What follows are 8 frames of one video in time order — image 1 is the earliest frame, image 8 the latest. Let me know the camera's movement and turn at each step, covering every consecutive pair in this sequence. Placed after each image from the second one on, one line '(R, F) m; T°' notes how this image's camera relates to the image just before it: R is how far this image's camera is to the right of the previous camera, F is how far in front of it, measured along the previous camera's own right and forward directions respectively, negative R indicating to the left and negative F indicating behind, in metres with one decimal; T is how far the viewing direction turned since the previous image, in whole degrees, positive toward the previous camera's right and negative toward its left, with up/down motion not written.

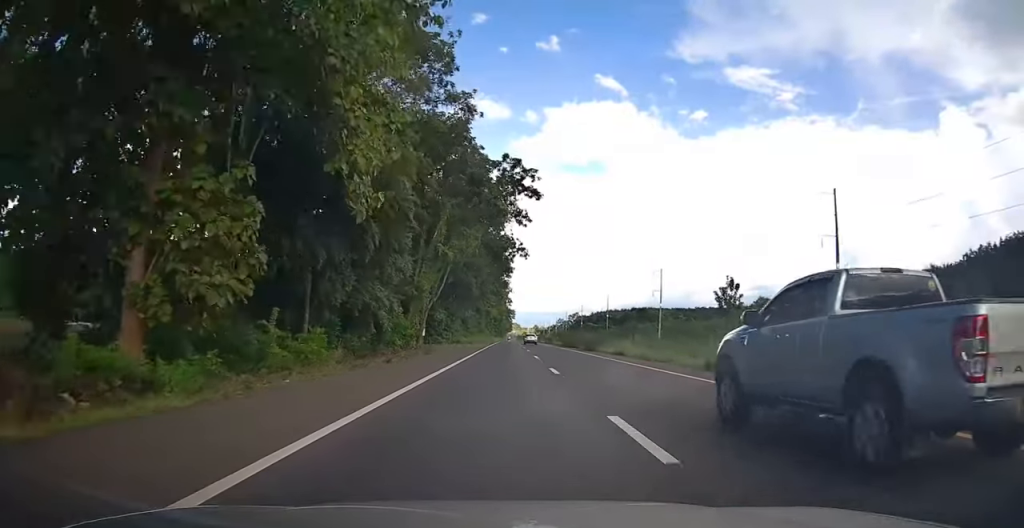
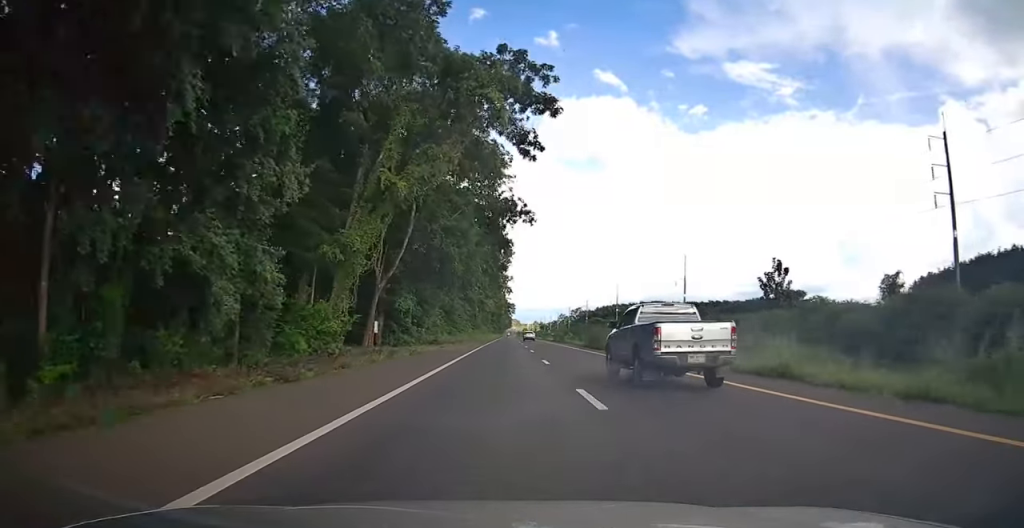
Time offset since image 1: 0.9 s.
(+0.1, +20.5) m; 0°
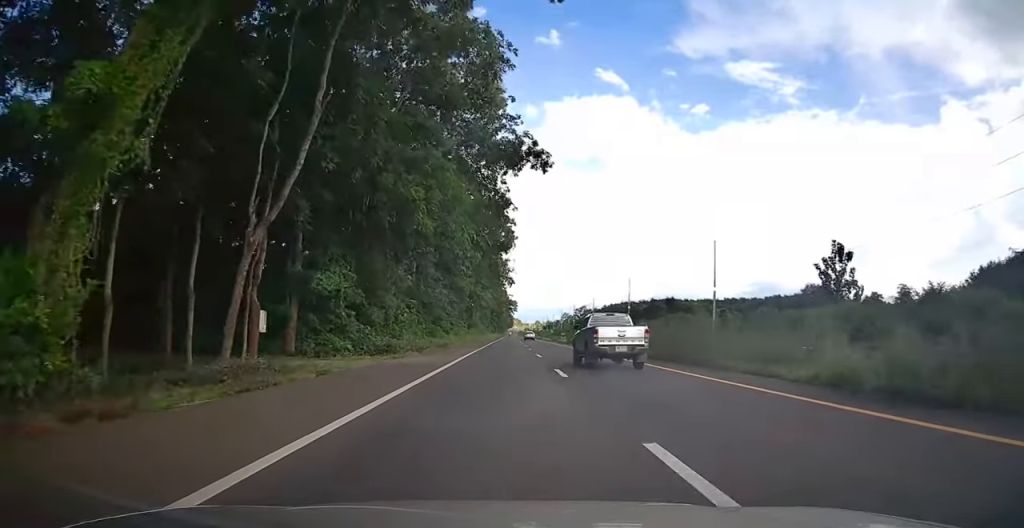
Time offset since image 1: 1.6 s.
(-0.1, +17.7) m; 0°
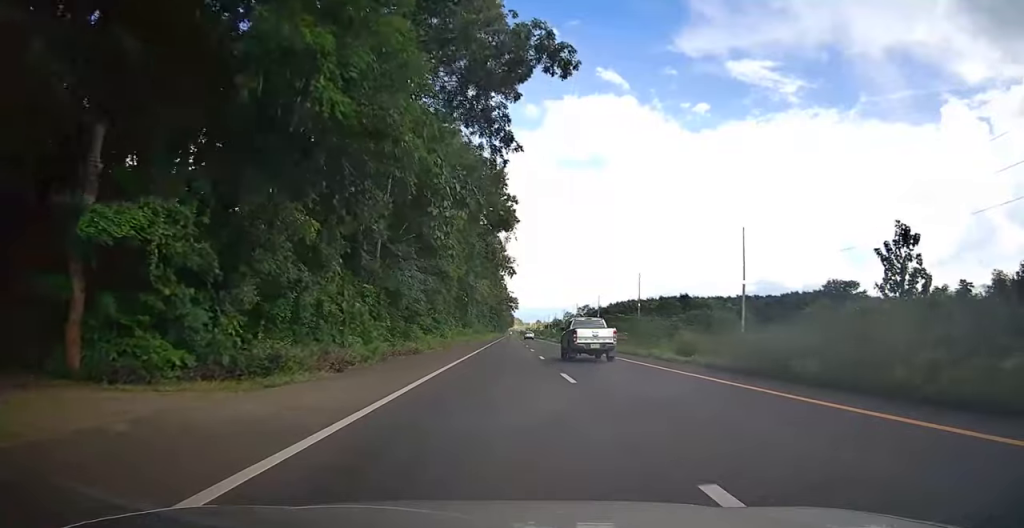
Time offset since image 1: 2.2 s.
(0.0, +13.7) m; 0°
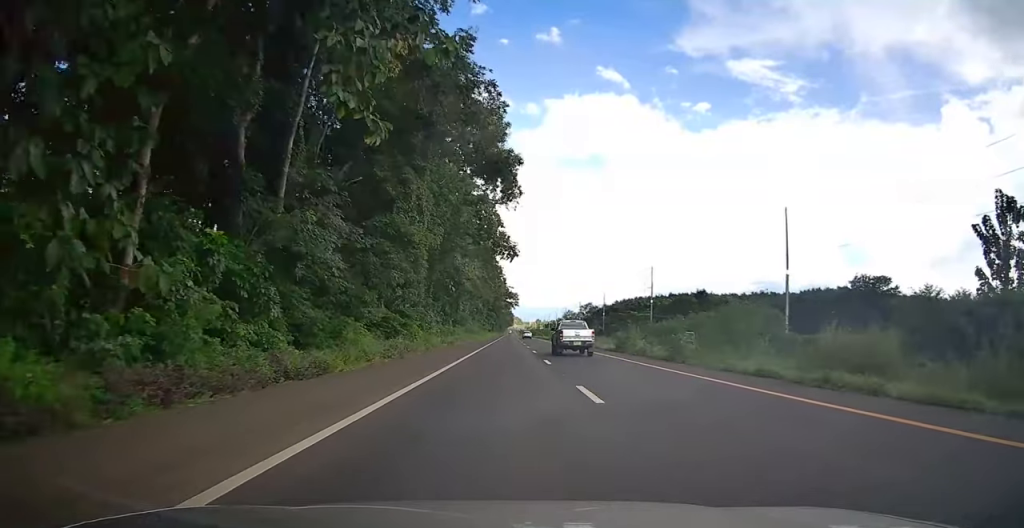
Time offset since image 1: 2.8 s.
(0.0, +15.7) m; 0°
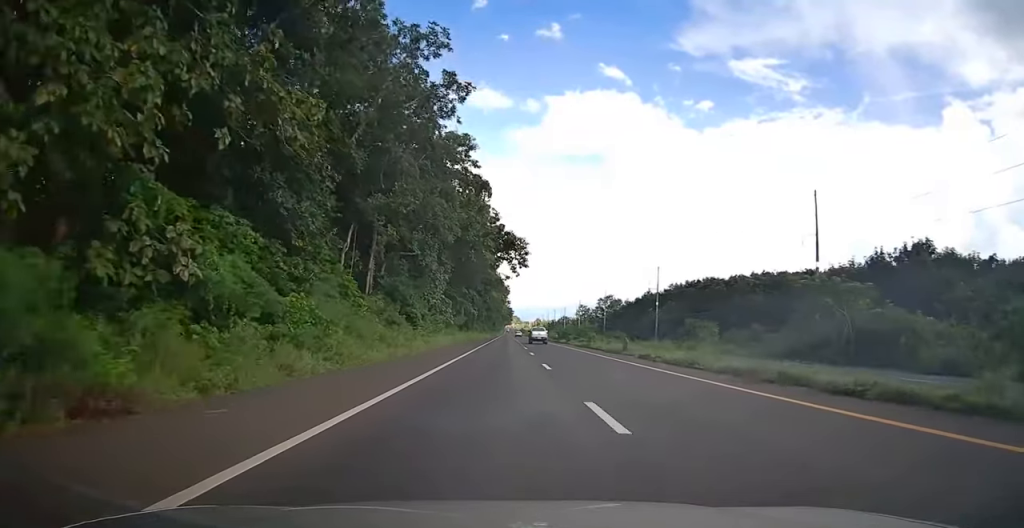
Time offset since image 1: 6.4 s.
(0.0, +86.9) m; 0°
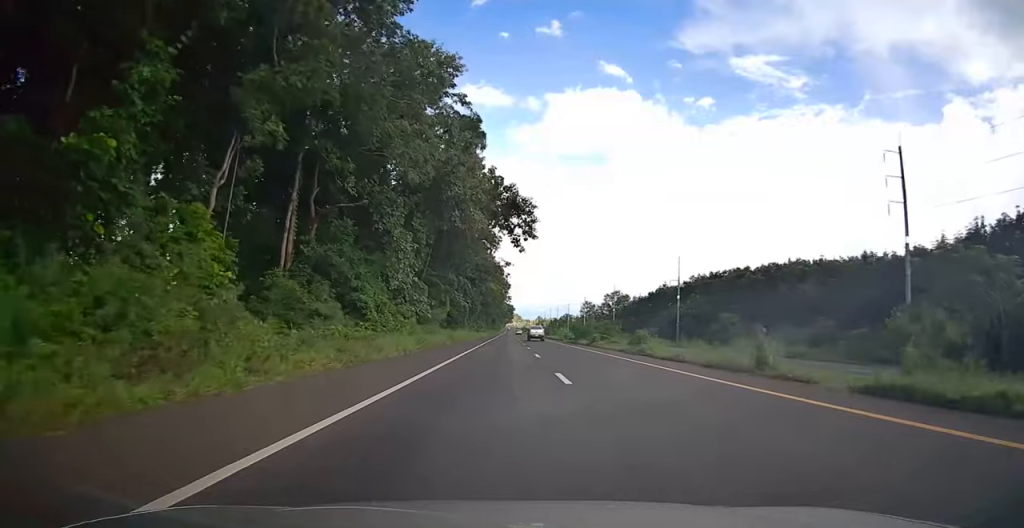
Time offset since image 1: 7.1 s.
(0.0, +17.9) m; 0°
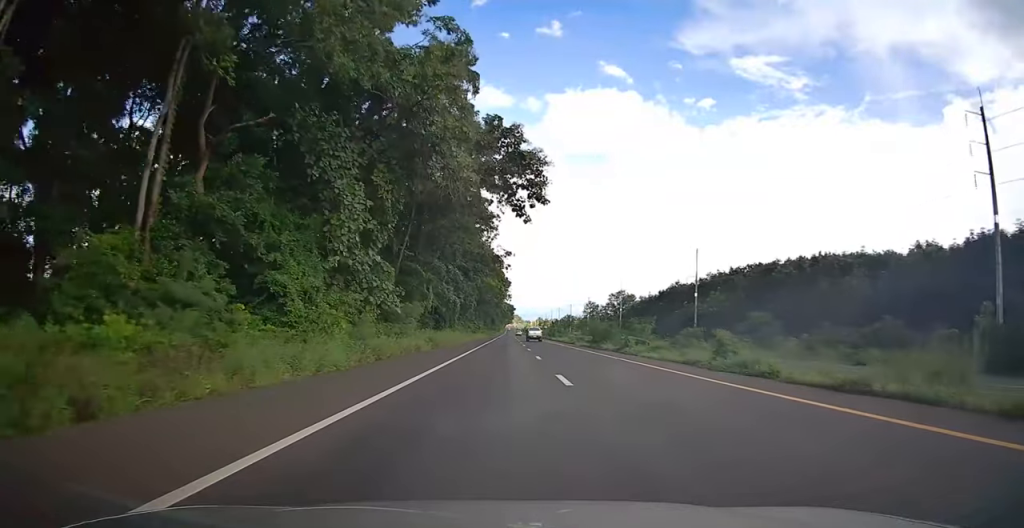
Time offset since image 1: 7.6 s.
(0.0, +12.2) m; 0°
